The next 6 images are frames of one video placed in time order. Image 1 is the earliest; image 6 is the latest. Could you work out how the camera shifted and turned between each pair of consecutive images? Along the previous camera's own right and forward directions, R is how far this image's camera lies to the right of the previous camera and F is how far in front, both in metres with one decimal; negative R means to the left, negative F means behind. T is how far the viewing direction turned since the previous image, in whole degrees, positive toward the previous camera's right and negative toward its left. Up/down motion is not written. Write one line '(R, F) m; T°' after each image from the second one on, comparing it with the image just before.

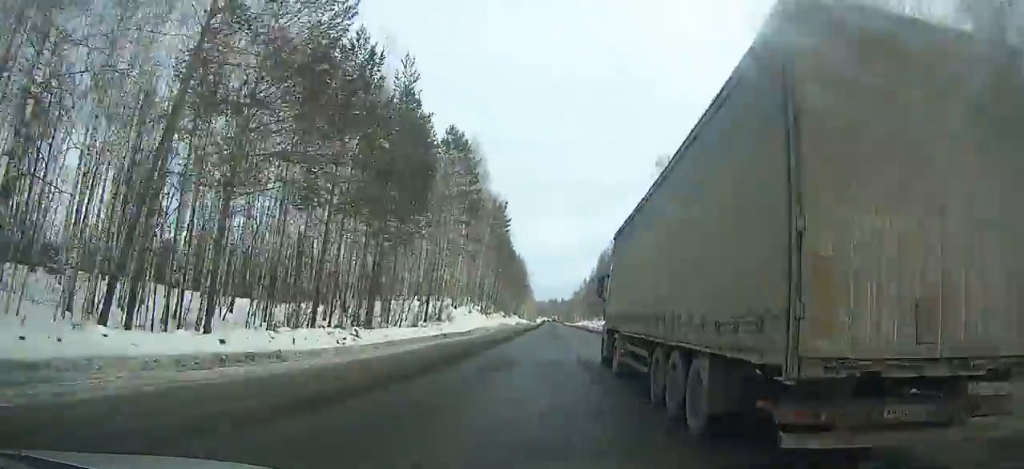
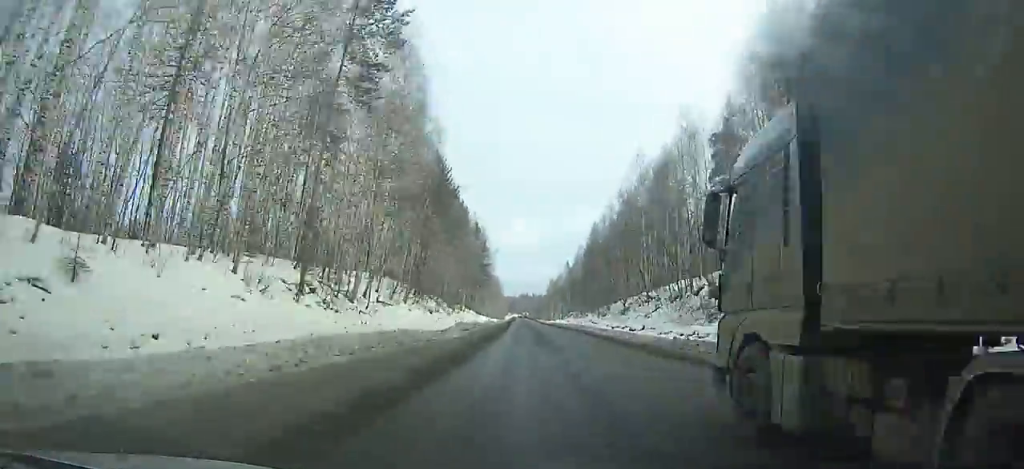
(+0.7, +52.2) m; +2°
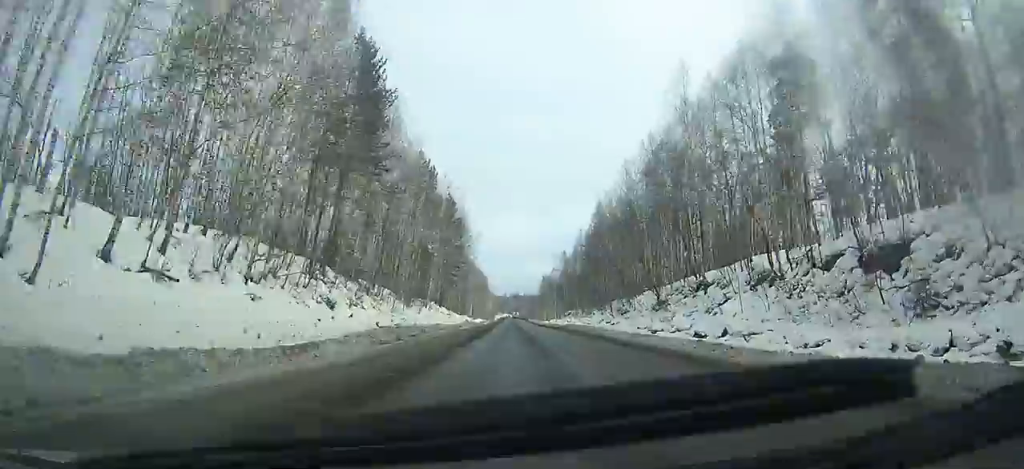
(+0.3, +23.8) m; 0°
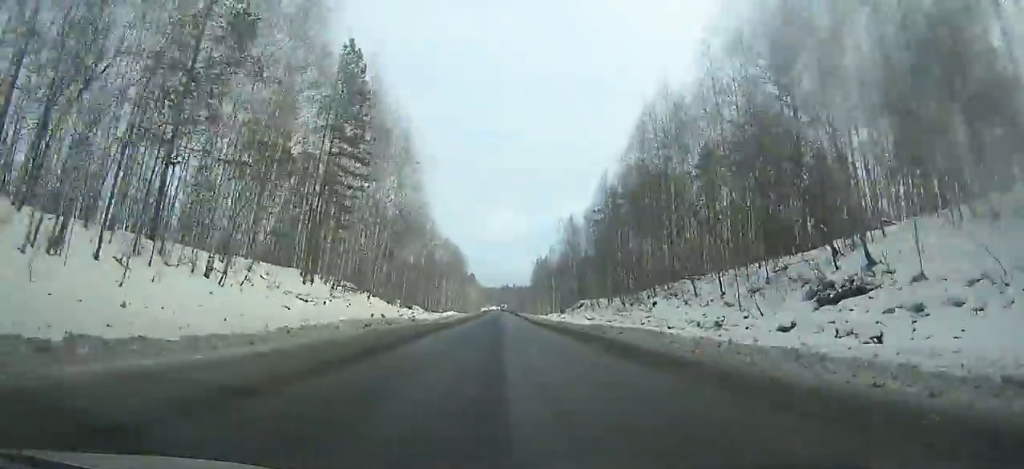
(+0.3, +42.0) m; +1°
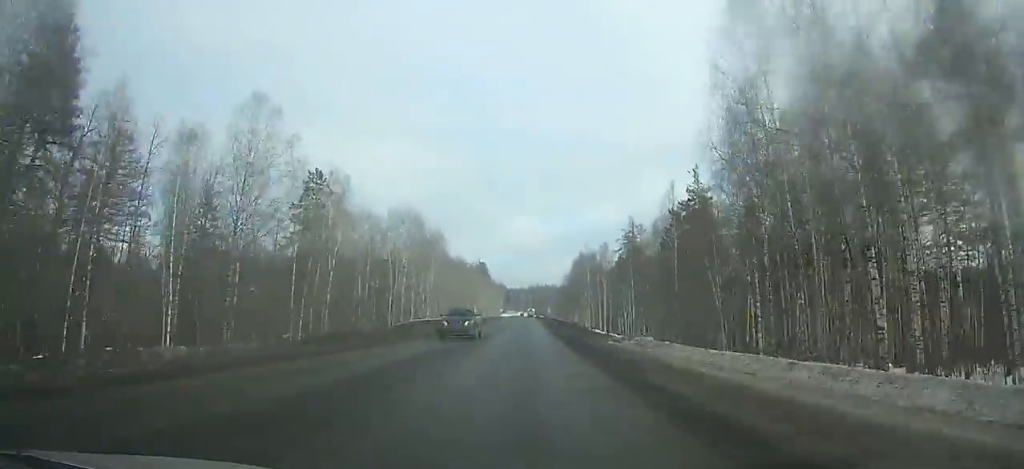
(0.0, +163.6) m; -1°
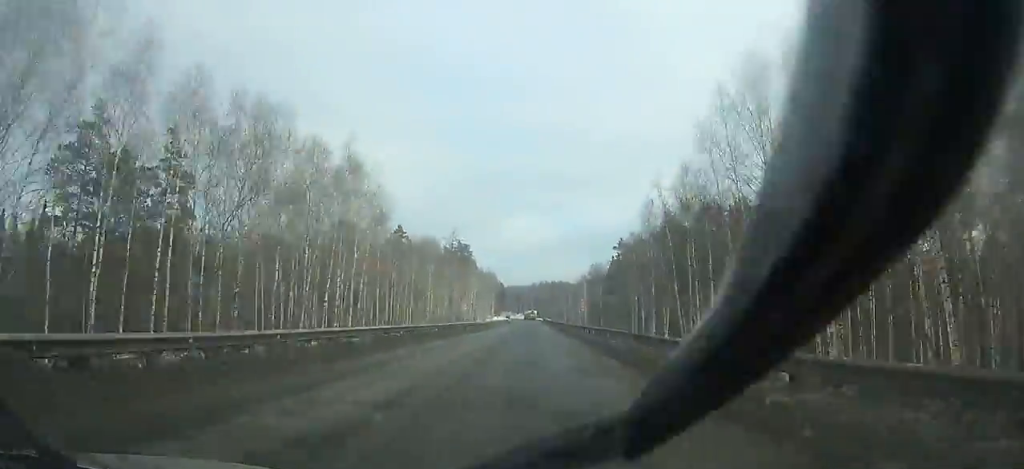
(-0.4, +94.5) m; 0°
